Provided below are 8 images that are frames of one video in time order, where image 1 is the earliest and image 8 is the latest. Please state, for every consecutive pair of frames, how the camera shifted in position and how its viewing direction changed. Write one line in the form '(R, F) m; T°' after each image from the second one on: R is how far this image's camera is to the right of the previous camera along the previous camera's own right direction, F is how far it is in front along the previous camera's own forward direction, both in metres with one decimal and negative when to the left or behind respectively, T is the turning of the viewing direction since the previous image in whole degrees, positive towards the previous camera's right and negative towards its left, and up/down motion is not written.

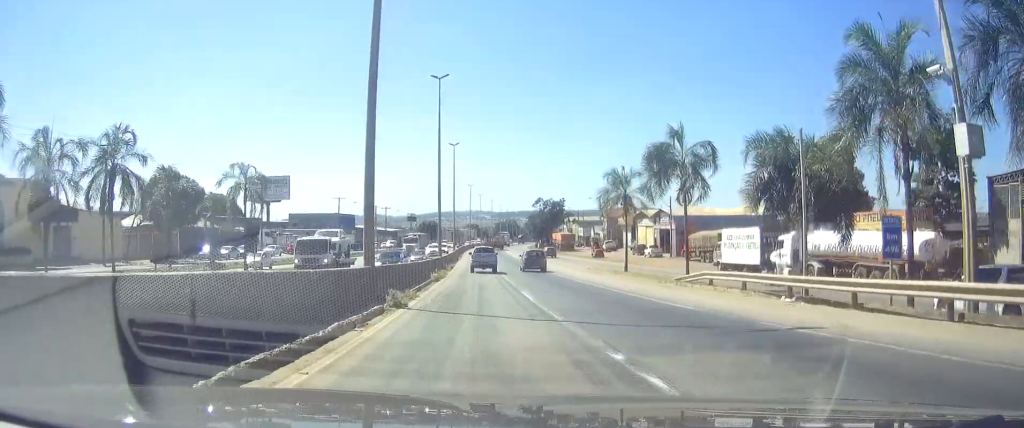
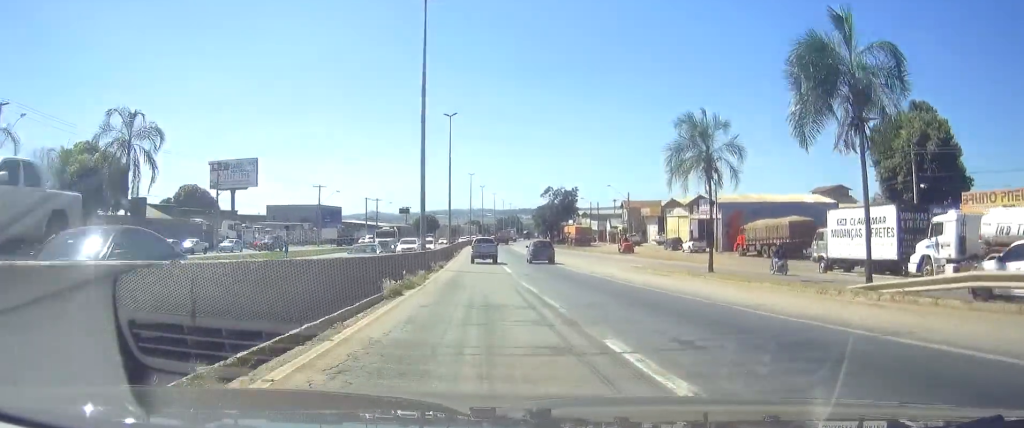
(-0.1, +16.1) m; 0°
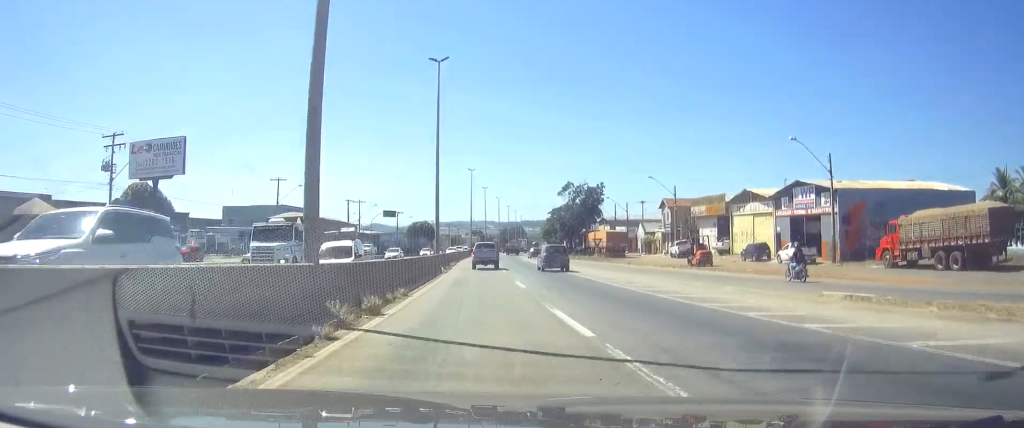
(+0.2, +23.8) m; 0°
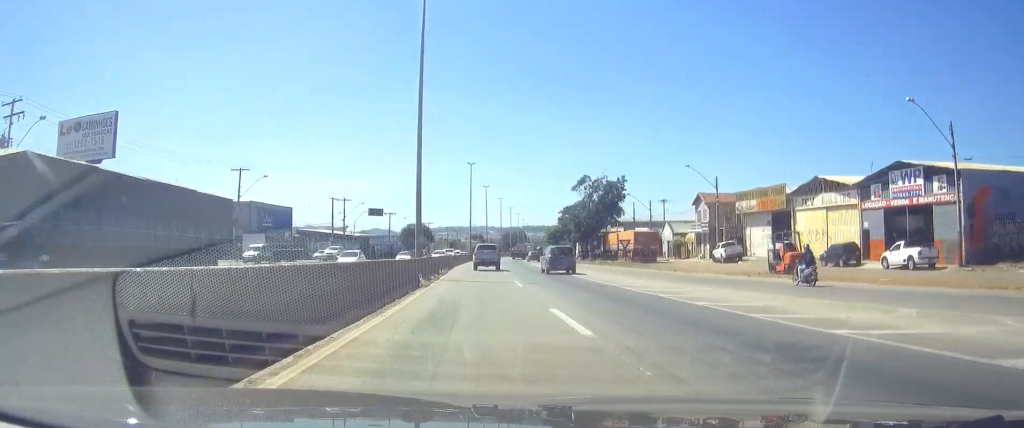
(0.0, +14.4) m; 0°
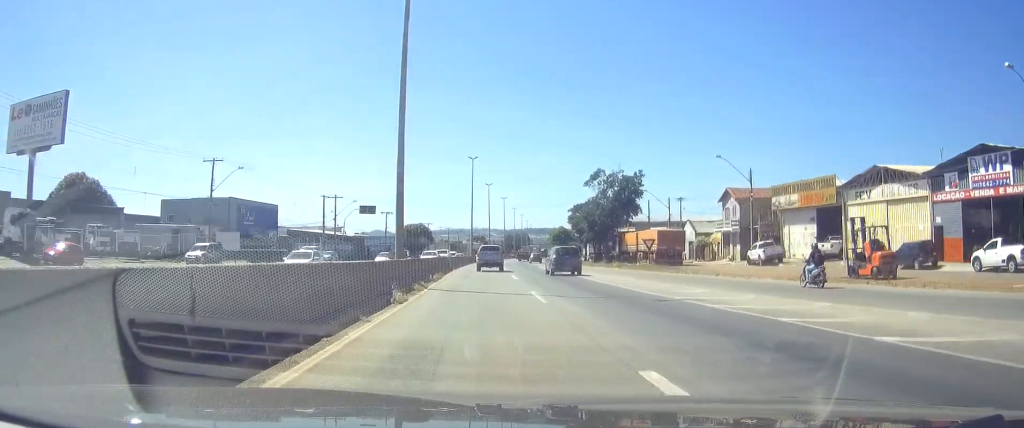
(0.0, +8.3) m; 0°
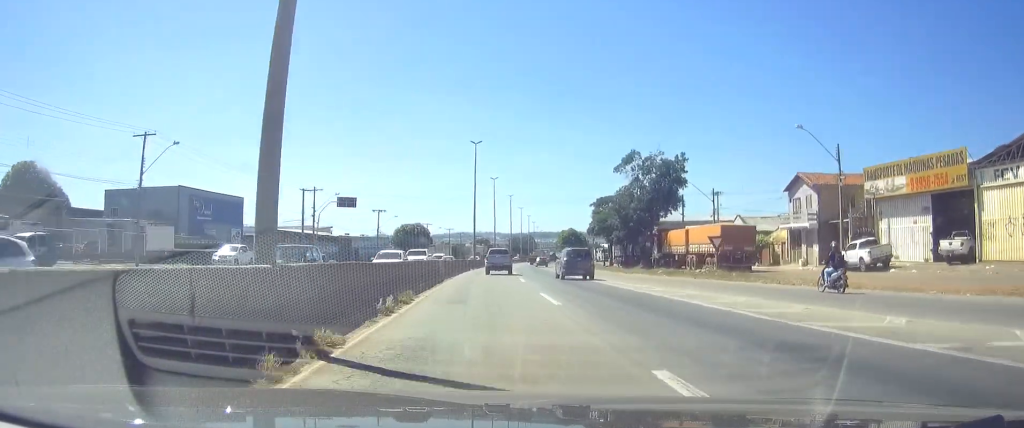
(0.0, +15.2) m; 0°
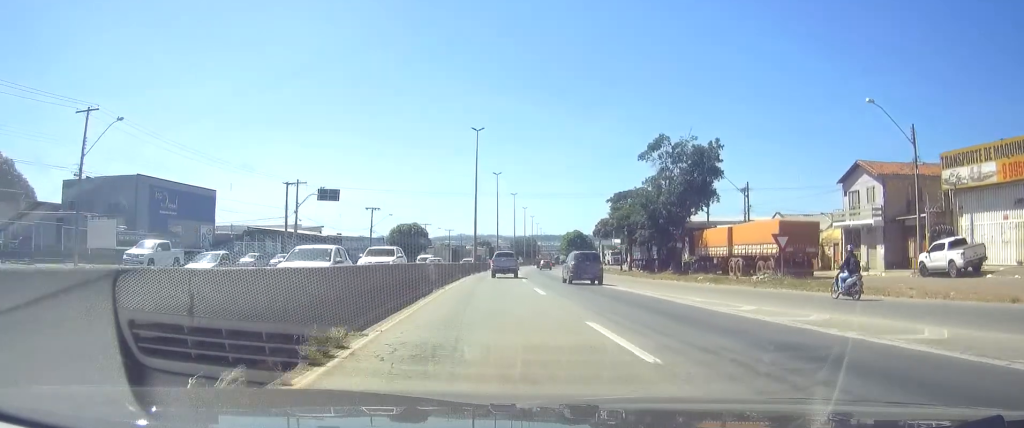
(0.0, +9.0) m; 0°
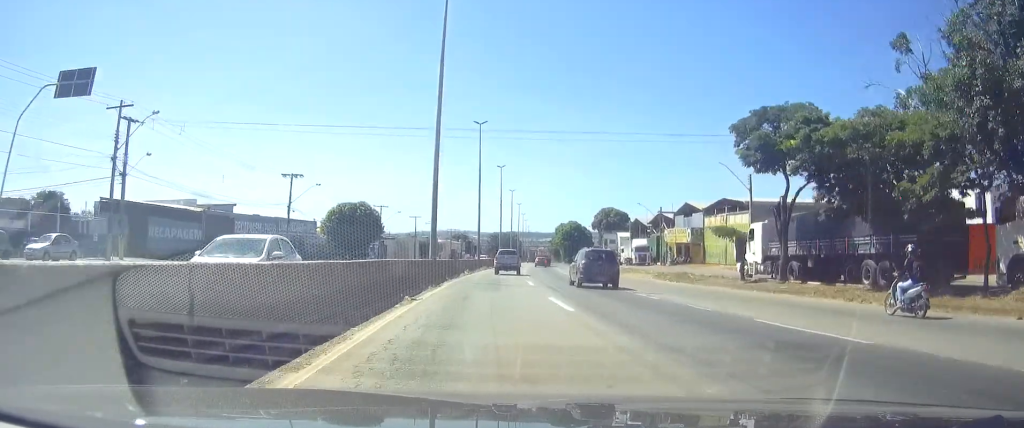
(+0.1, +38.0) m; 0°
